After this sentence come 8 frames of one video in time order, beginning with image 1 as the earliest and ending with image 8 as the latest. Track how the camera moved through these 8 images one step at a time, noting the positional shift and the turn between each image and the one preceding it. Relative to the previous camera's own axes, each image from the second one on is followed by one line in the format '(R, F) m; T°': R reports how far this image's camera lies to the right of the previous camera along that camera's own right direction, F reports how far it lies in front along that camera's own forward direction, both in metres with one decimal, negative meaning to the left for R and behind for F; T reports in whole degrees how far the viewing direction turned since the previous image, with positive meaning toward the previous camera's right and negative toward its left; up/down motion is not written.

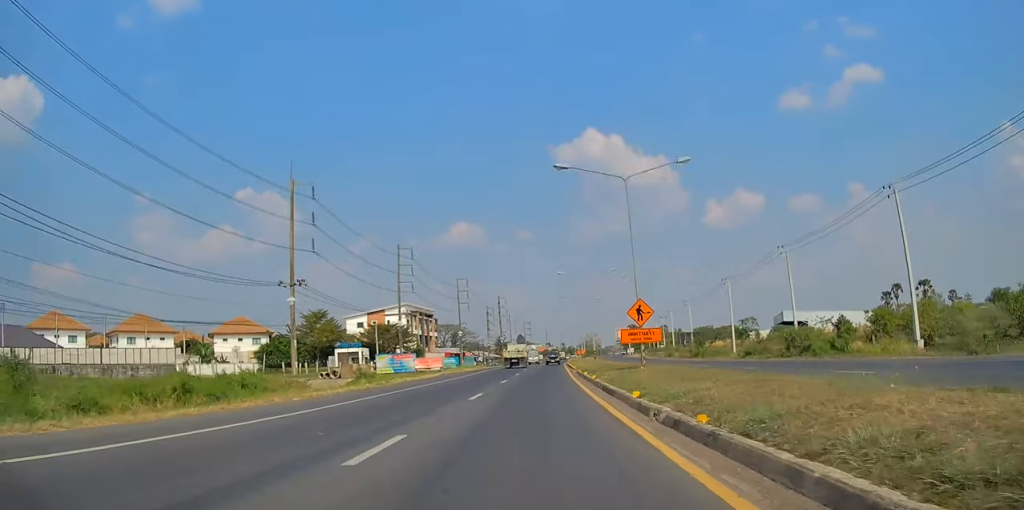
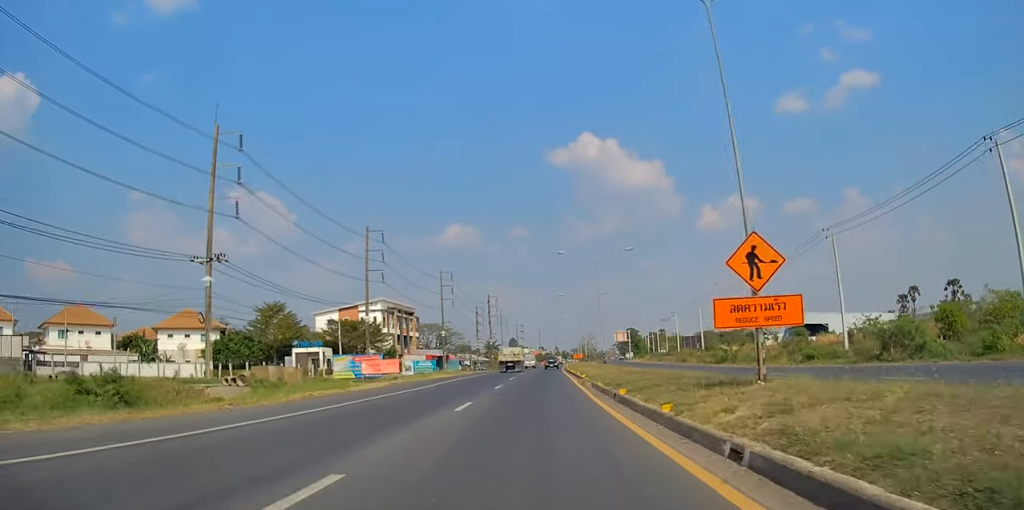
(+0.2, +16.3) m; +1°
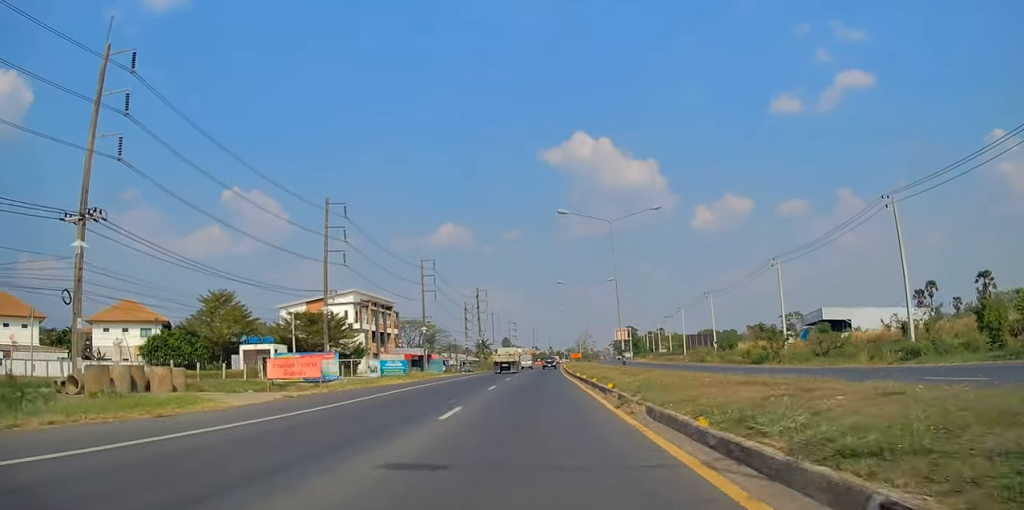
(+0.1, +14.7) m; 0°
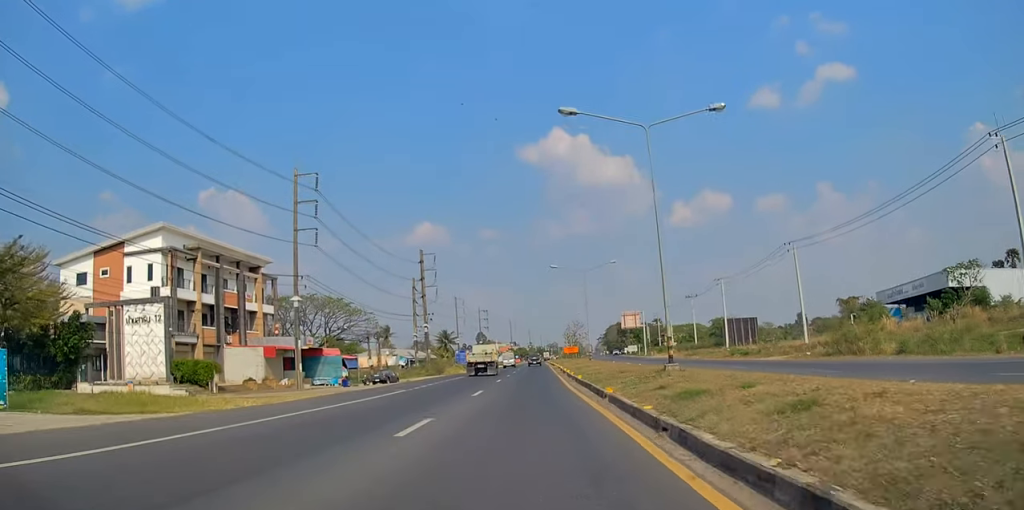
(+0.5, +51.8) m; +2°
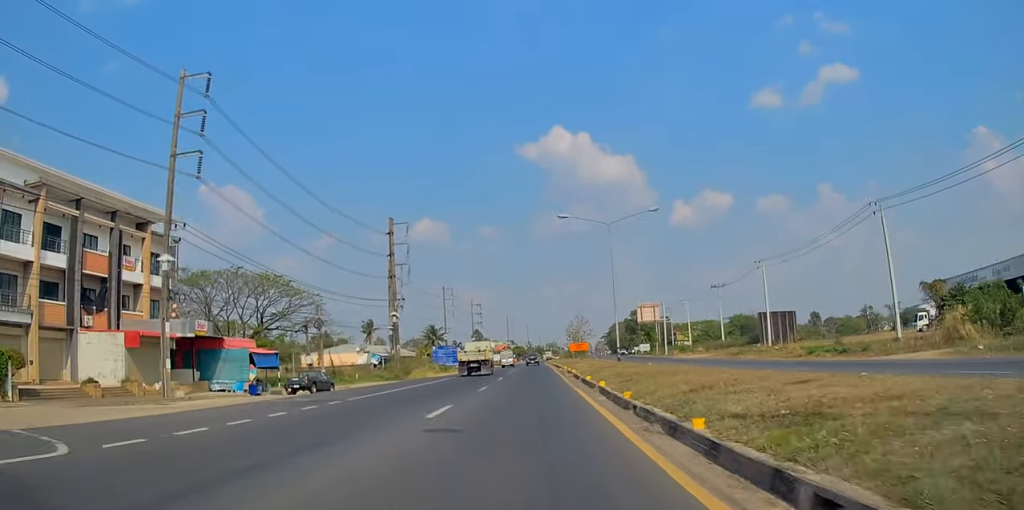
(+0.1, +21.5) m; 0°
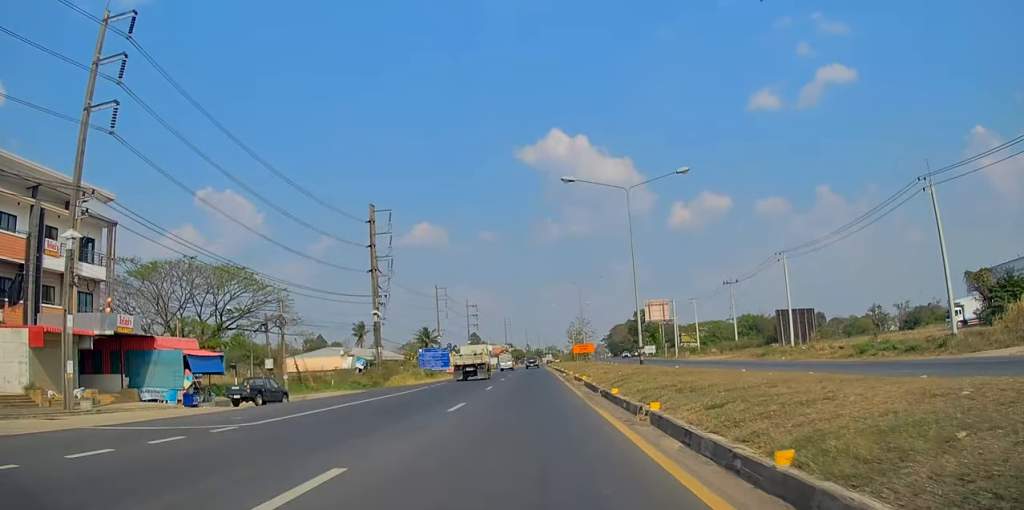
(0.0, +8.4) m; 0°
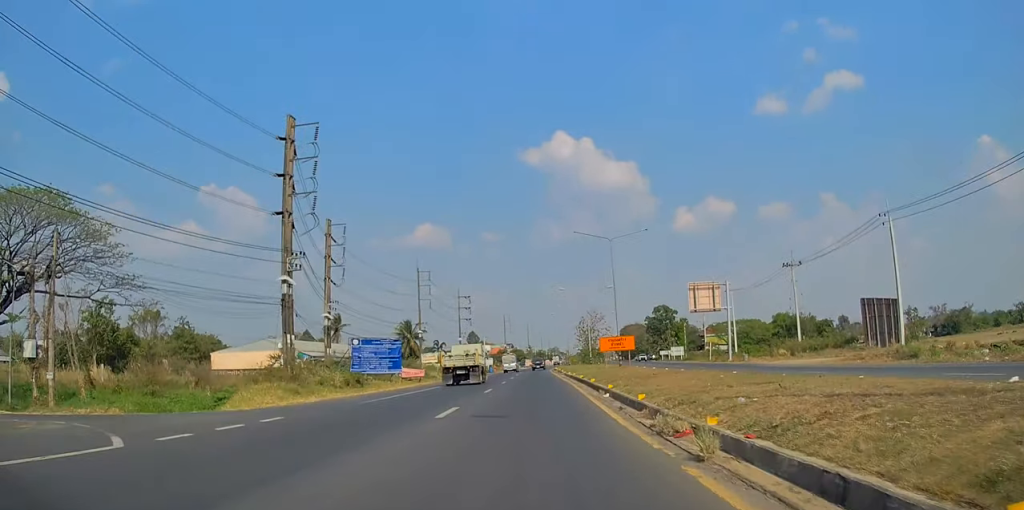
(0.0, +26.5) m; 0°
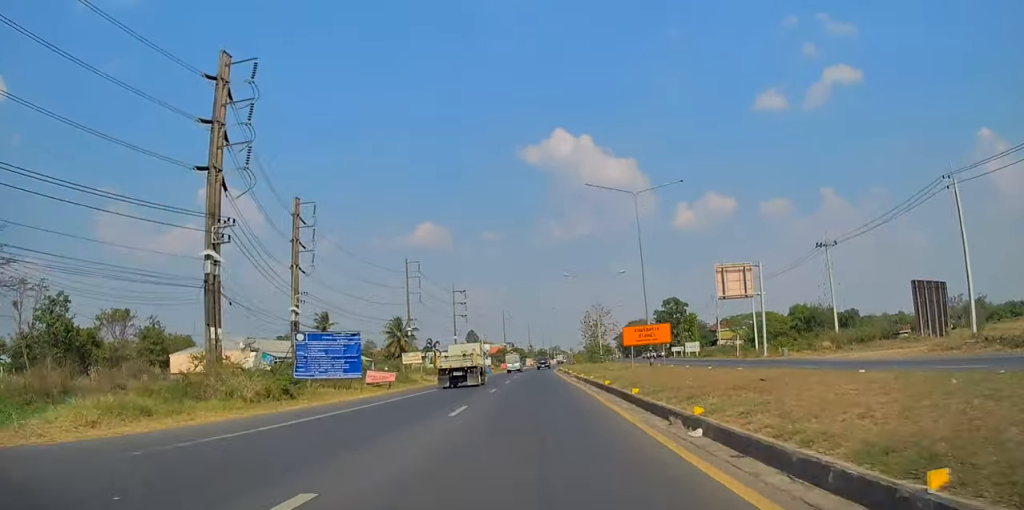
(0.0, +11.0) m; 0°
